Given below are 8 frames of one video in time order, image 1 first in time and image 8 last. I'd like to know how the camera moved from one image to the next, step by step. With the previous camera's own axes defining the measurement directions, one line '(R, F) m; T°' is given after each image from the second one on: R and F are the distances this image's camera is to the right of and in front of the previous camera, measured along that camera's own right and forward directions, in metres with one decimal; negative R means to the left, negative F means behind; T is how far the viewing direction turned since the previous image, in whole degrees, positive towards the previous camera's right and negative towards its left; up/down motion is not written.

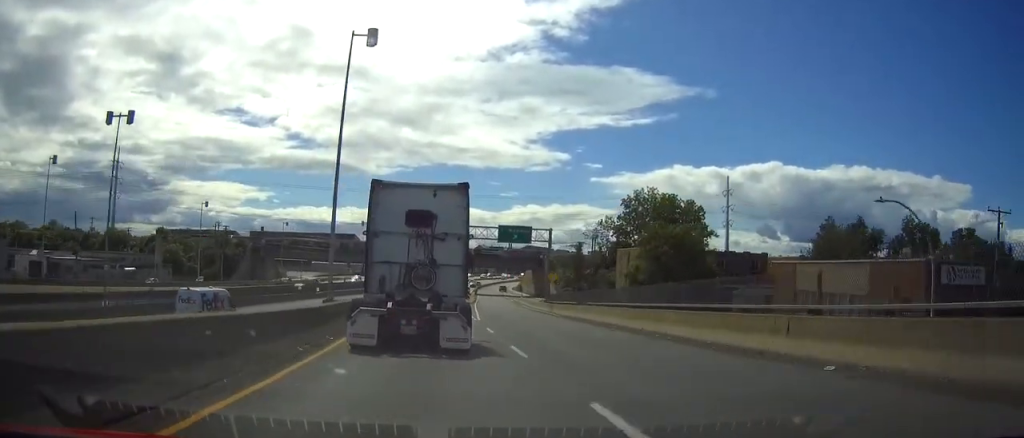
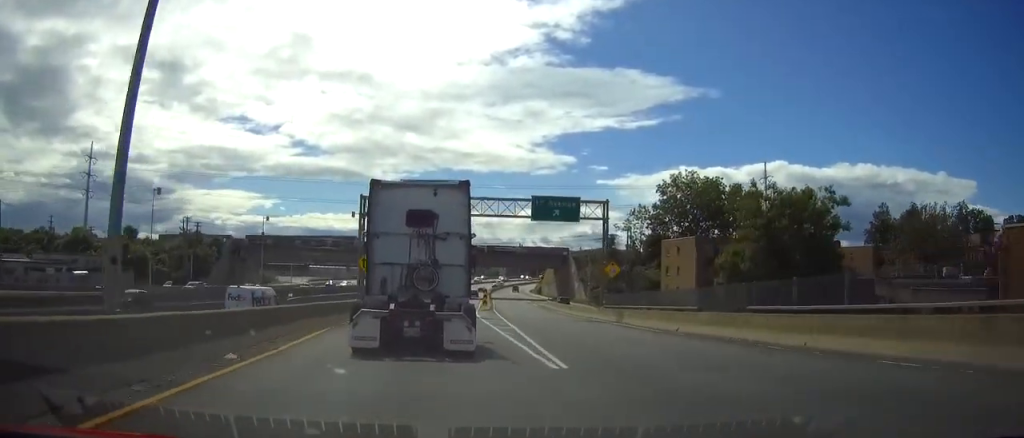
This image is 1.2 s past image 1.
(-0.1, +22.7) m; -1°
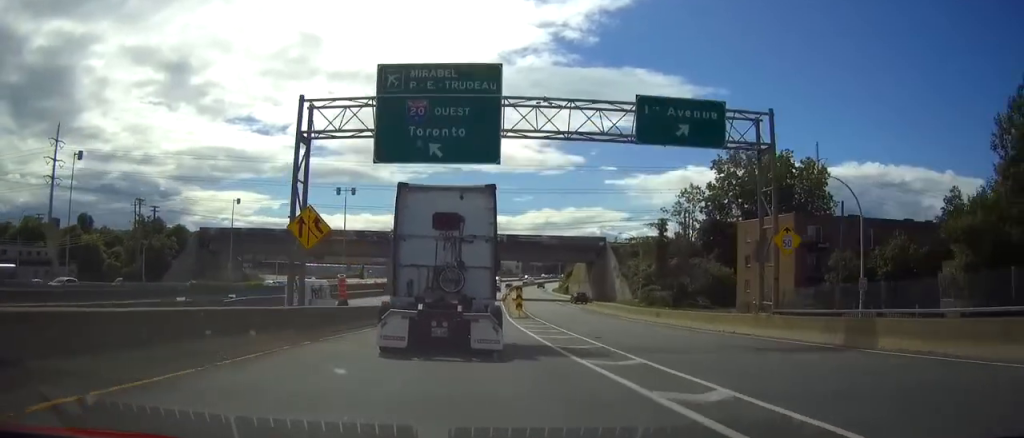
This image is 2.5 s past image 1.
(-0.1, +25.1) m; 0°
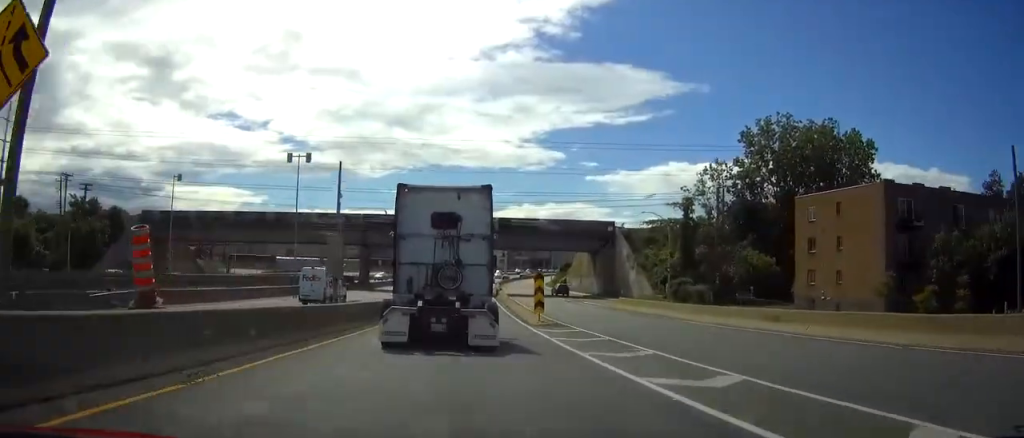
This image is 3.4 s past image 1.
(+0.1, +18.6) m; +1°
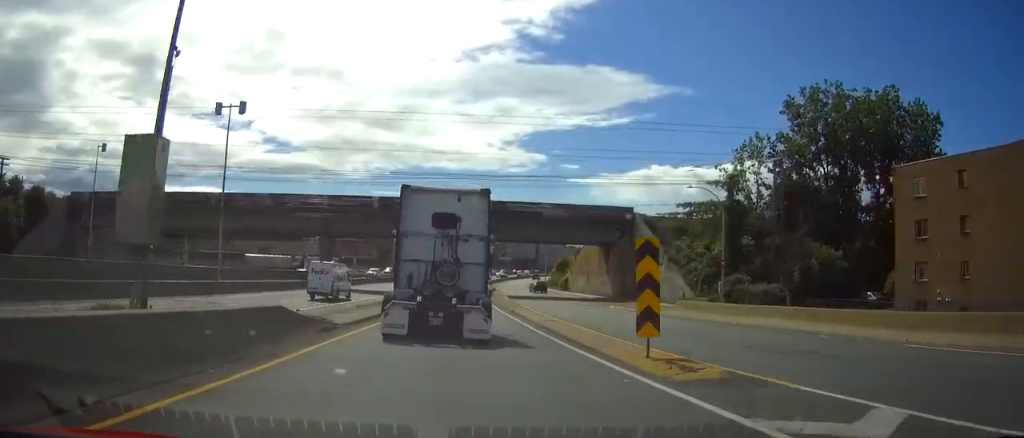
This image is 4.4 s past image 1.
(+0.3, +18.5) m; +1°
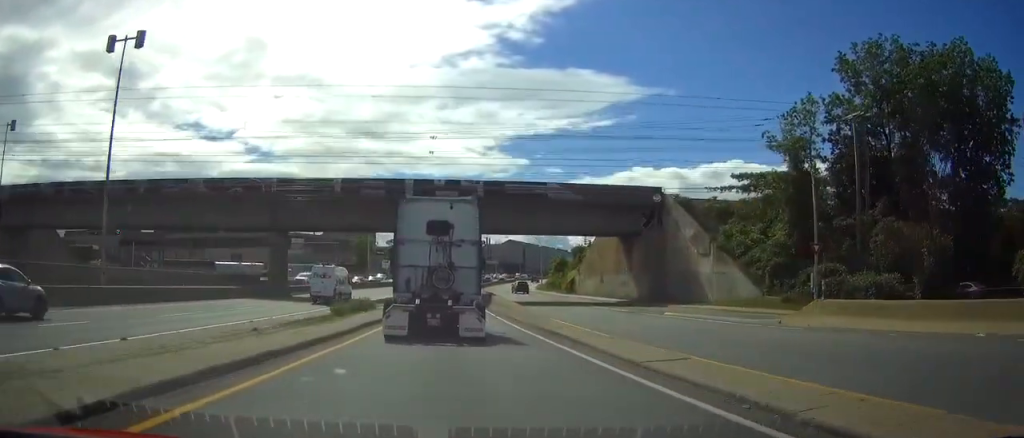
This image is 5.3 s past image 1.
(0.0, +16.6) m; +1°
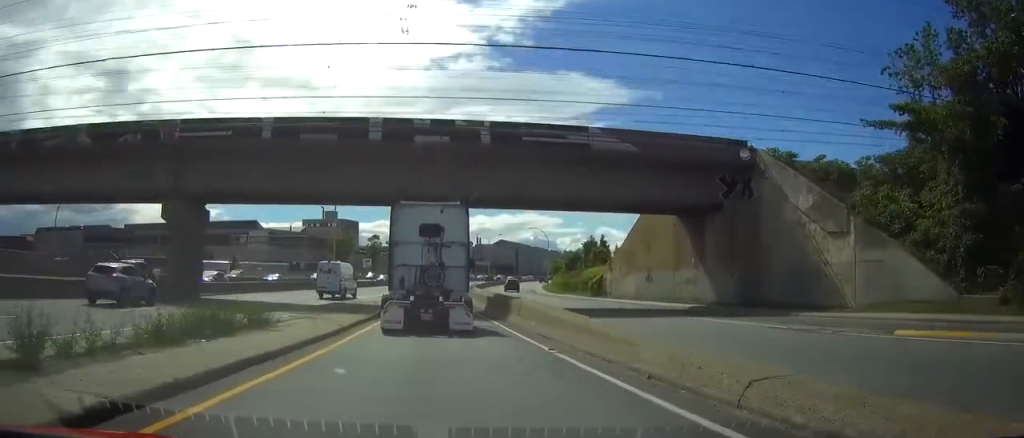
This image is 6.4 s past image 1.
(+0.3, +21.6) m; +1°
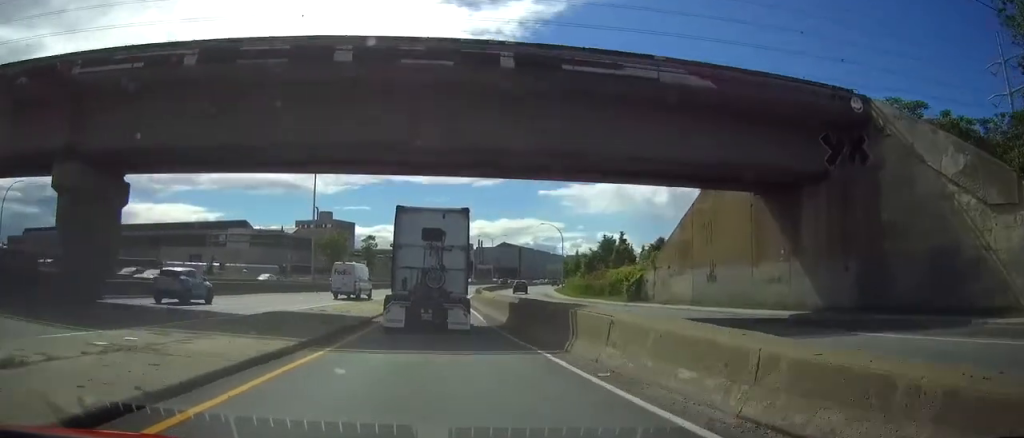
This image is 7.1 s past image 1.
(+0.1, +13.3) m; +1°
